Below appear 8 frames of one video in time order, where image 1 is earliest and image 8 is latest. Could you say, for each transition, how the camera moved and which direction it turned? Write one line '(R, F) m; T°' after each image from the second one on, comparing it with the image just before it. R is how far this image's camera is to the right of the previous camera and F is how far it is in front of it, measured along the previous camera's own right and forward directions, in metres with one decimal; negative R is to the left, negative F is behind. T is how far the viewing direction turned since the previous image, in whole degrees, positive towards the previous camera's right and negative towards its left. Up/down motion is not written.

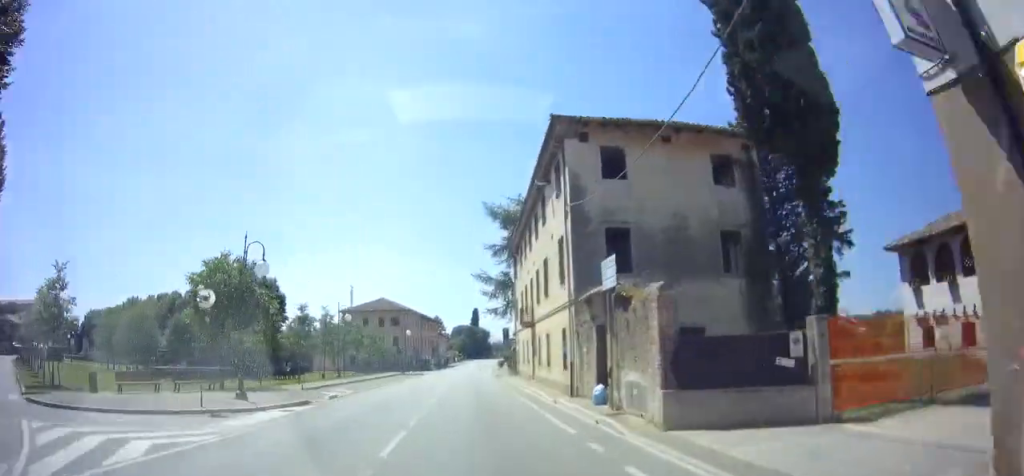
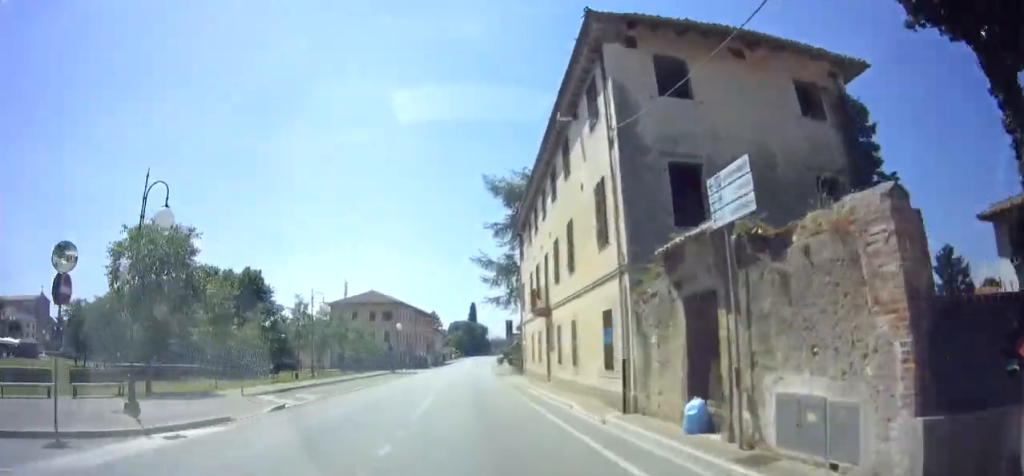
(-0.2, +6.3) m; 0°
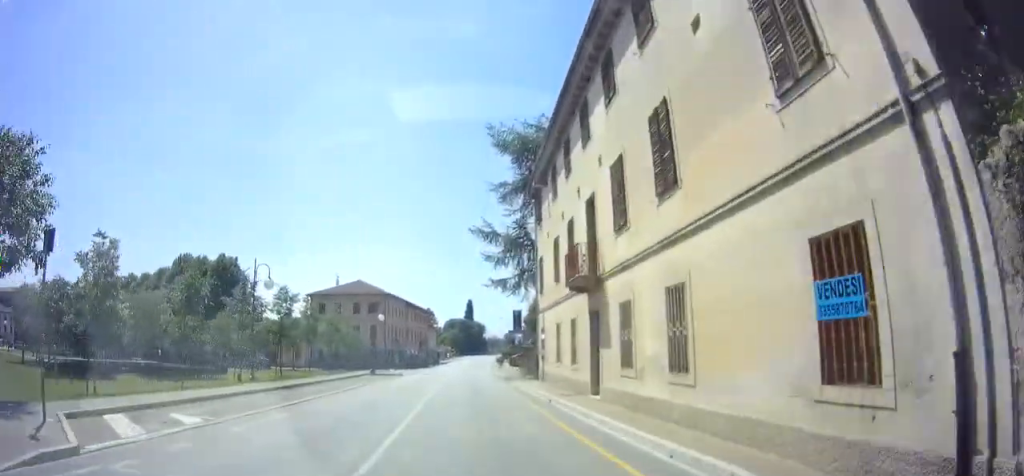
(+0.2, +9.0) m; +1°
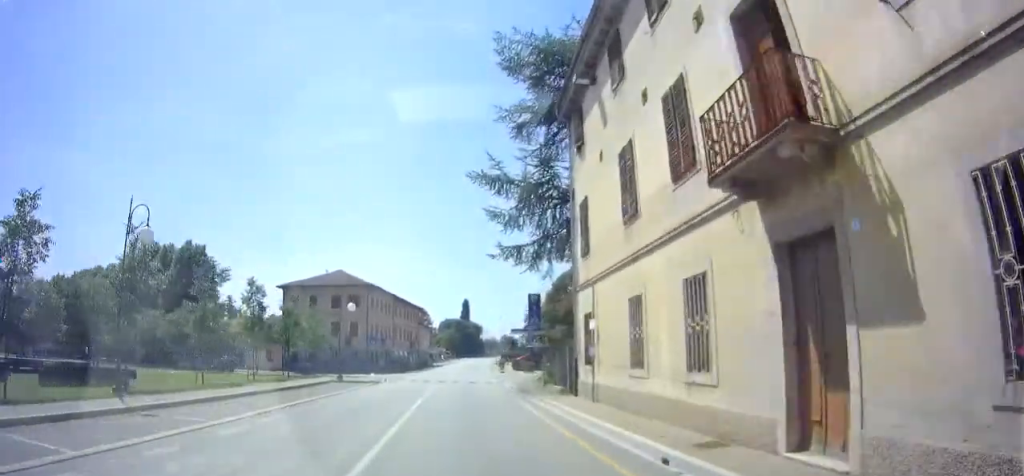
(+0.2, +9.8) m; 0°
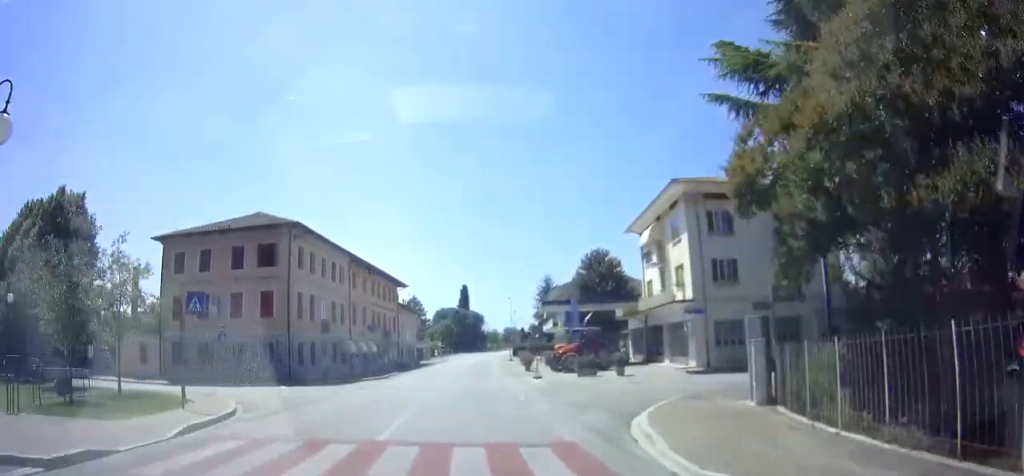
(-0.7, +26.6) m; -1°
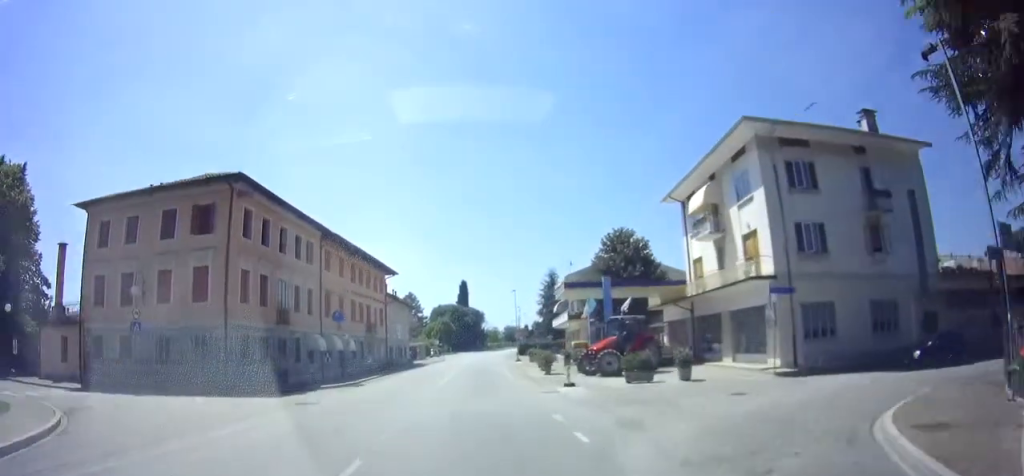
(+0.2, +8.9) m; +1°
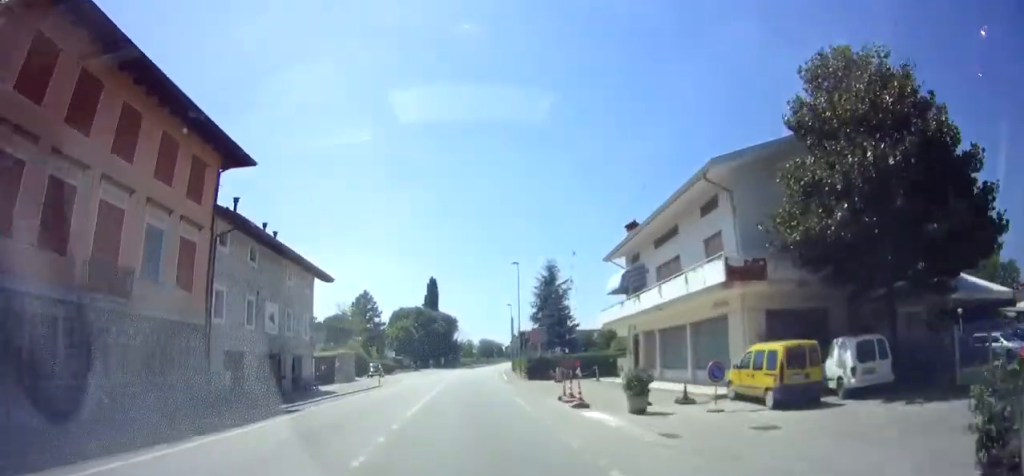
(+1.9, +34.0) m; +6°
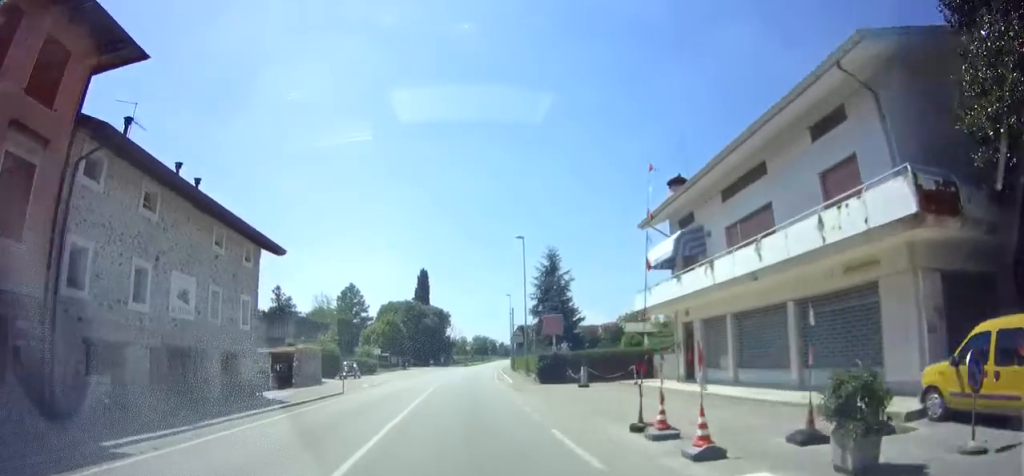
(+0.2, +8.5) m; 0°
